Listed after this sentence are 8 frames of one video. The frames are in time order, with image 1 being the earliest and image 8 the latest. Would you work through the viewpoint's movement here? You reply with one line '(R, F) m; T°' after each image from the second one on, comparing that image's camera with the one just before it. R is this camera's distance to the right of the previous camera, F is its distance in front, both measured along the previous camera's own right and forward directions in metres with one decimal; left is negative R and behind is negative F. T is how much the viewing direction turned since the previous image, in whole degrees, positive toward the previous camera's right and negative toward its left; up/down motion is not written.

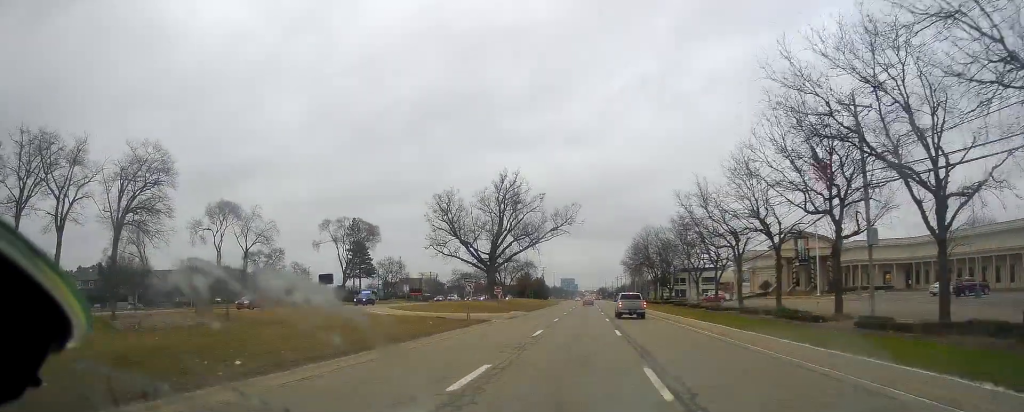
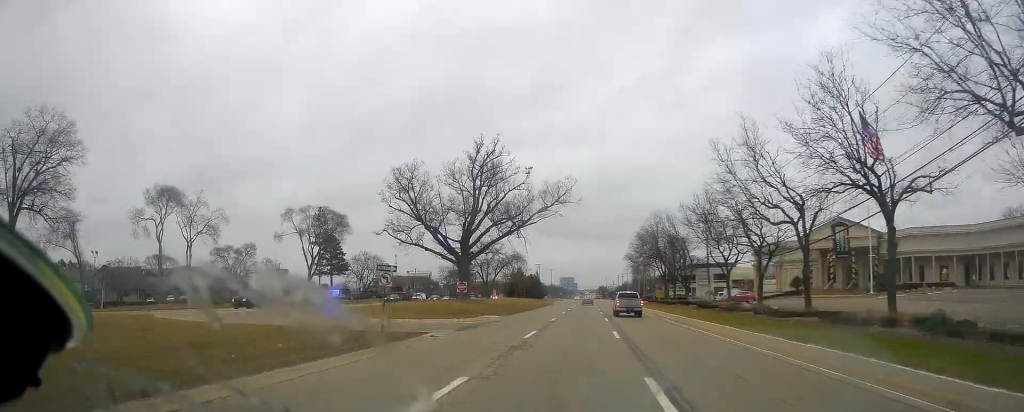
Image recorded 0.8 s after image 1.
(0.0, +17.5) m; 0°
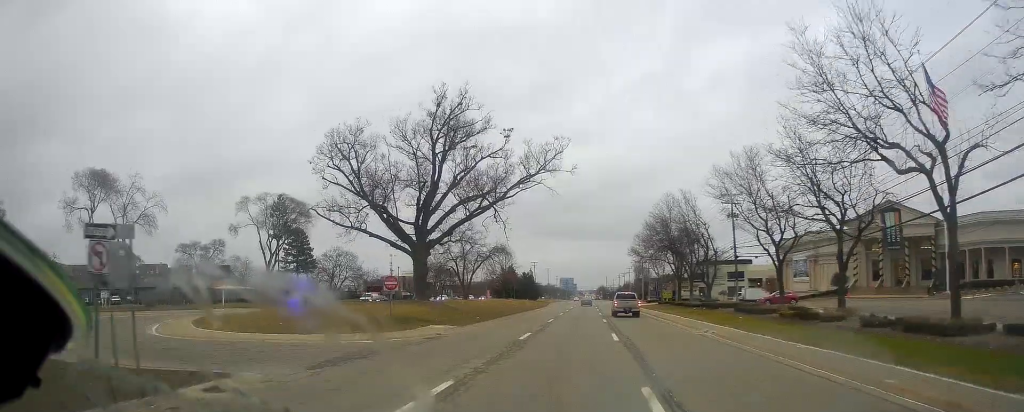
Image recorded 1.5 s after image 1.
(+0.1, +16.5) m; +1°
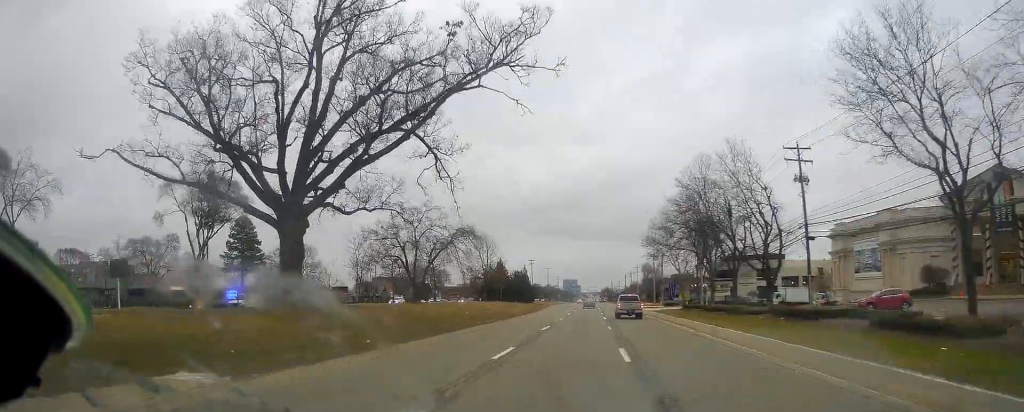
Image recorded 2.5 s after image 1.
(+0.3, +22.3) m; -1°
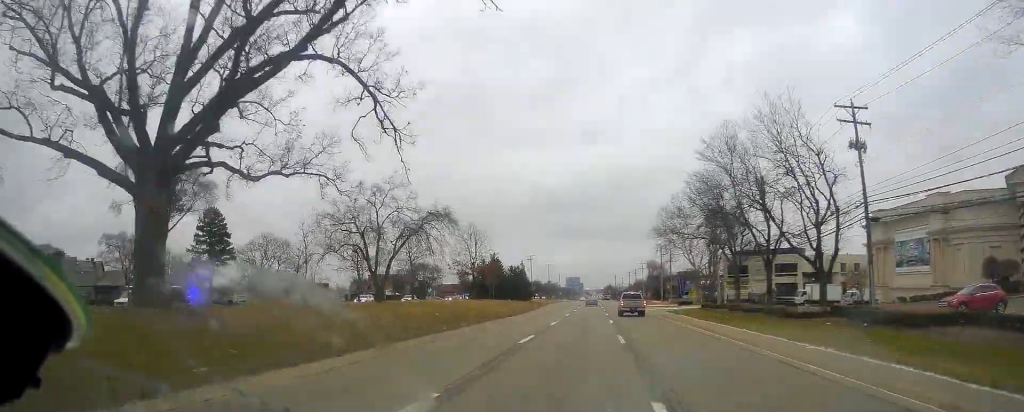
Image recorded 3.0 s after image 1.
(0.0, +10.4) m; -1°
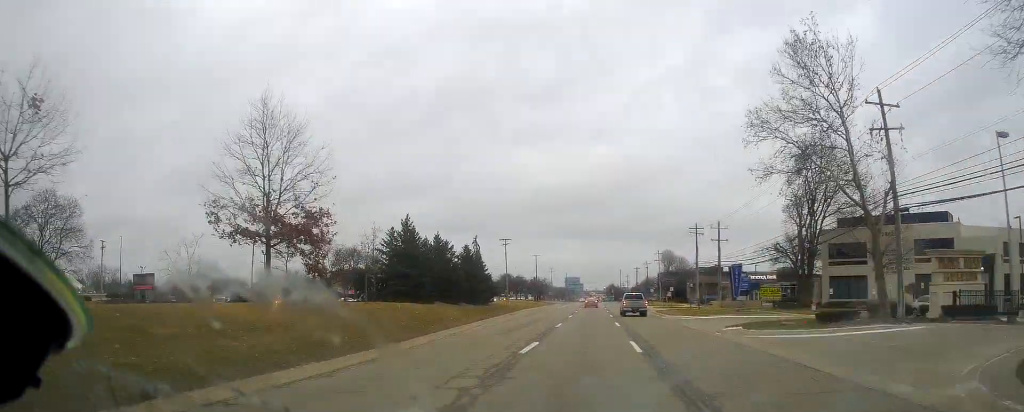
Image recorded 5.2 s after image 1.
(-1.1, +49.9) m; 0°
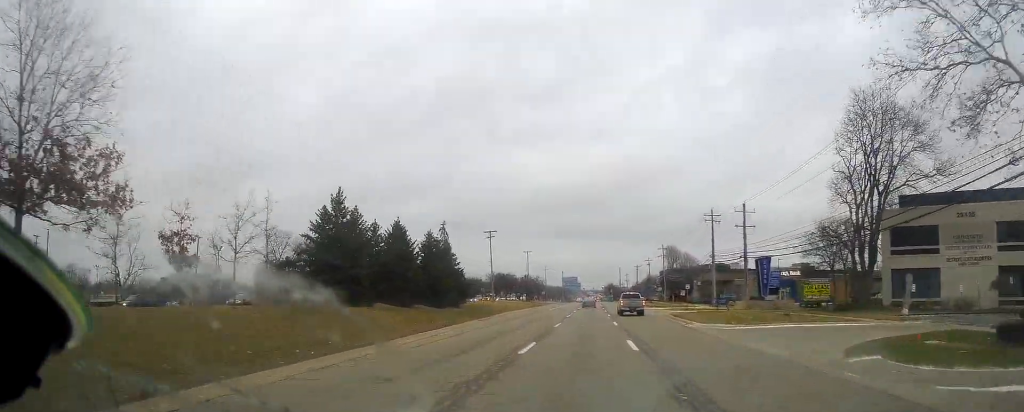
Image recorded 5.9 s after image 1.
(+0.1, +15.0) m; 0°
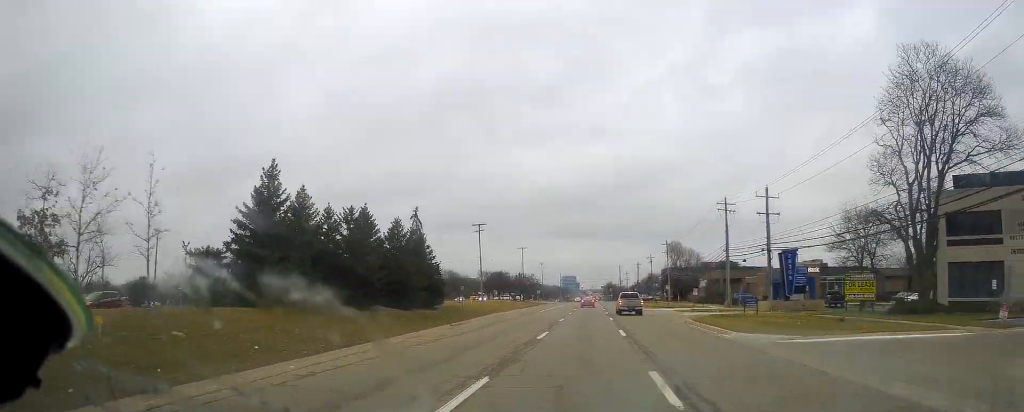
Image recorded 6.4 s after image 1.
(-0.1, +9.2) m; 0°
